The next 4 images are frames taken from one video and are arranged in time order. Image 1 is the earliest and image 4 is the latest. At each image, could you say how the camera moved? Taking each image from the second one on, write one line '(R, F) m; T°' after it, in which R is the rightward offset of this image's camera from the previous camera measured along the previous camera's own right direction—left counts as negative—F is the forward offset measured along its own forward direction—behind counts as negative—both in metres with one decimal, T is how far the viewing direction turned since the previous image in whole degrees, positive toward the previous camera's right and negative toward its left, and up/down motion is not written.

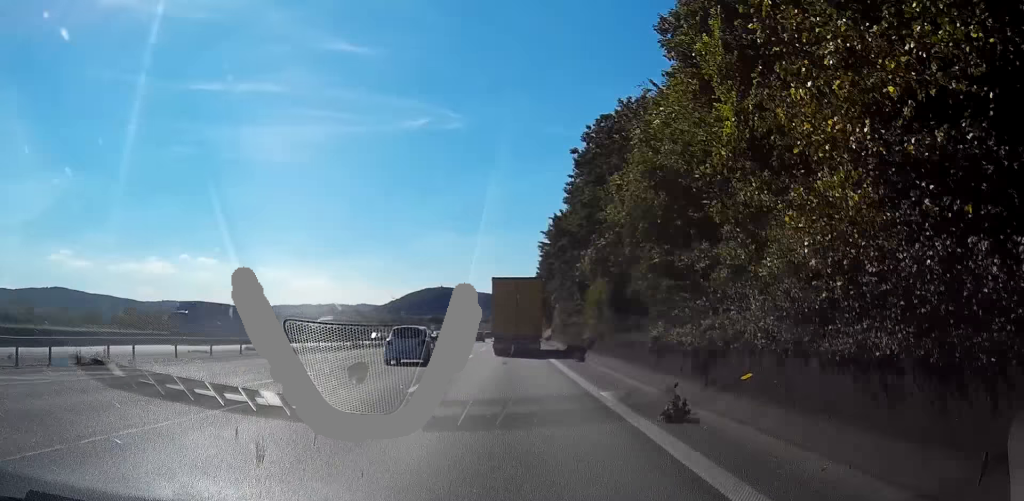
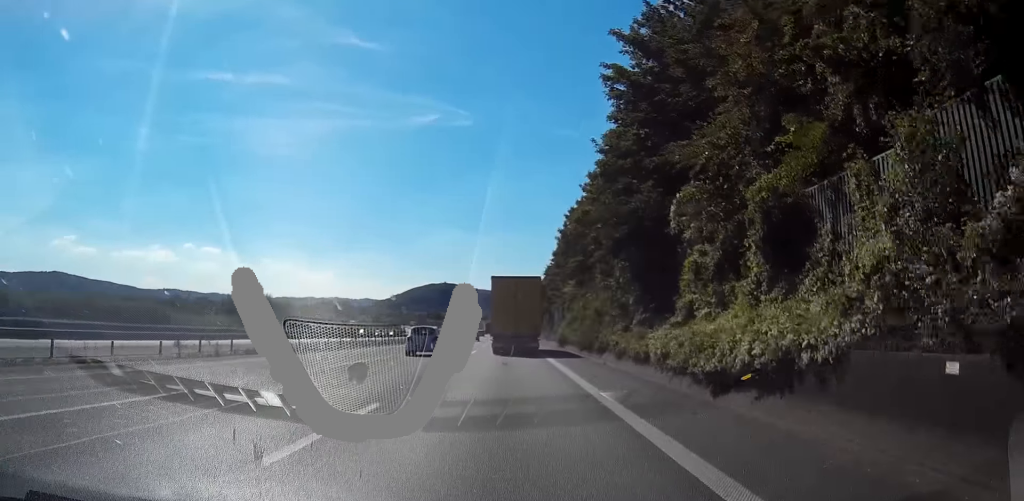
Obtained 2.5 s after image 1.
(0.0, +62.4) m; 0°
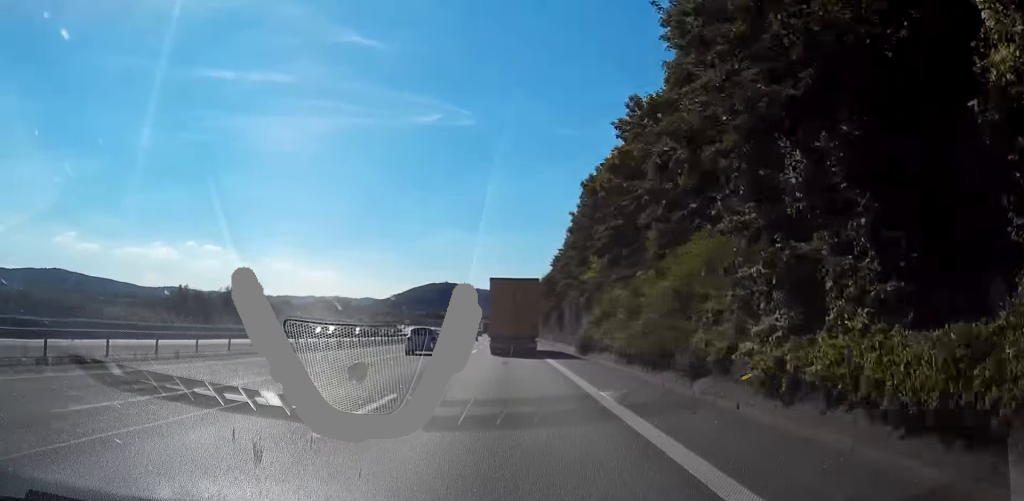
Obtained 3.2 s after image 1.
(0.0, +16.5) m; 0°
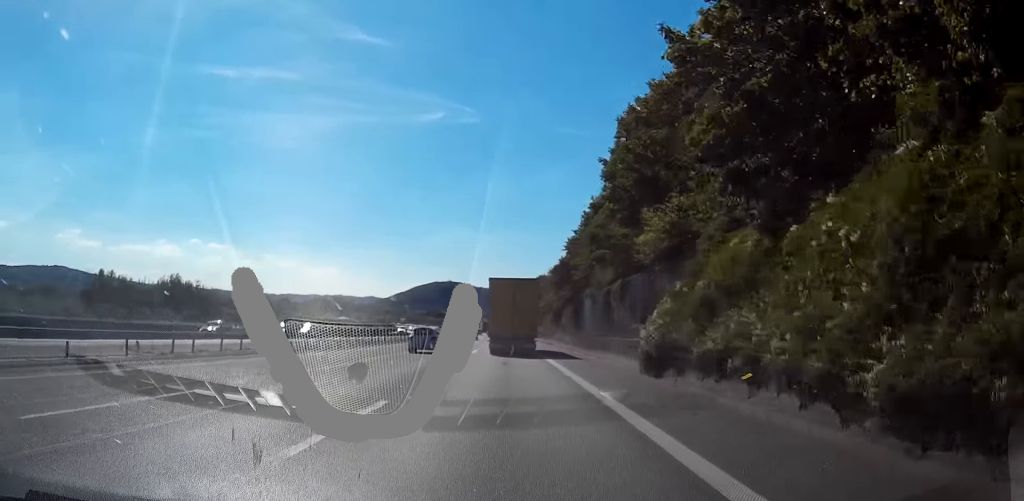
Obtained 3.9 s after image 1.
(+0.1, +19.1) m; 0°
